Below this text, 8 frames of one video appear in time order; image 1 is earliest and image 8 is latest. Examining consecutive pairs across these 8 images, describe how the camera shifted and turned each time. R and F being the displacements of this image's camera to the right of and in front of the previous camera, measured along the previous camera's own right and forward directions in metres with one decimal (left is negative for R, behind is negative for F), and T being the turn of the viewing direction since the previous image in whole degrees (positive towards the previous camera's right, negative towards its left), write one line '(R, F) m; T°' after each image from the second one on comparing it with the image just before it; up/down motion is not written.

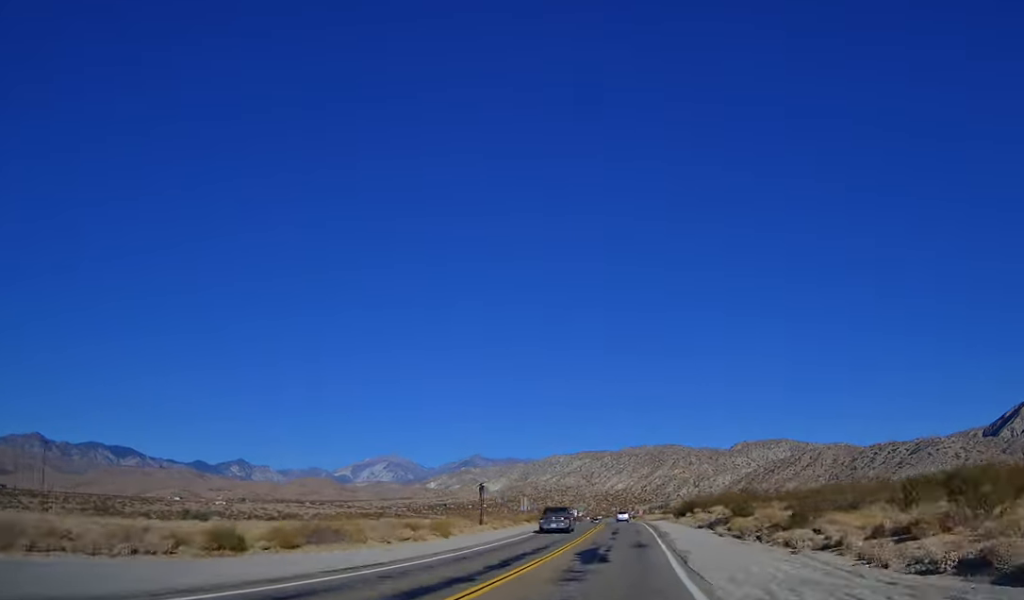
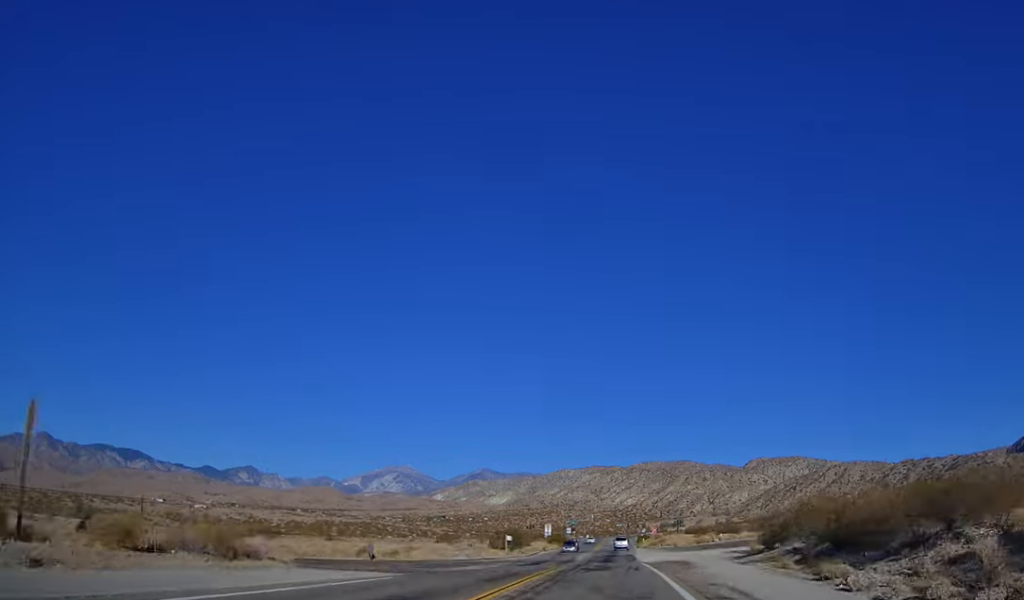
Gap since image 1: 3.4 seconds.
(+1.6, +68.0) m; +1°
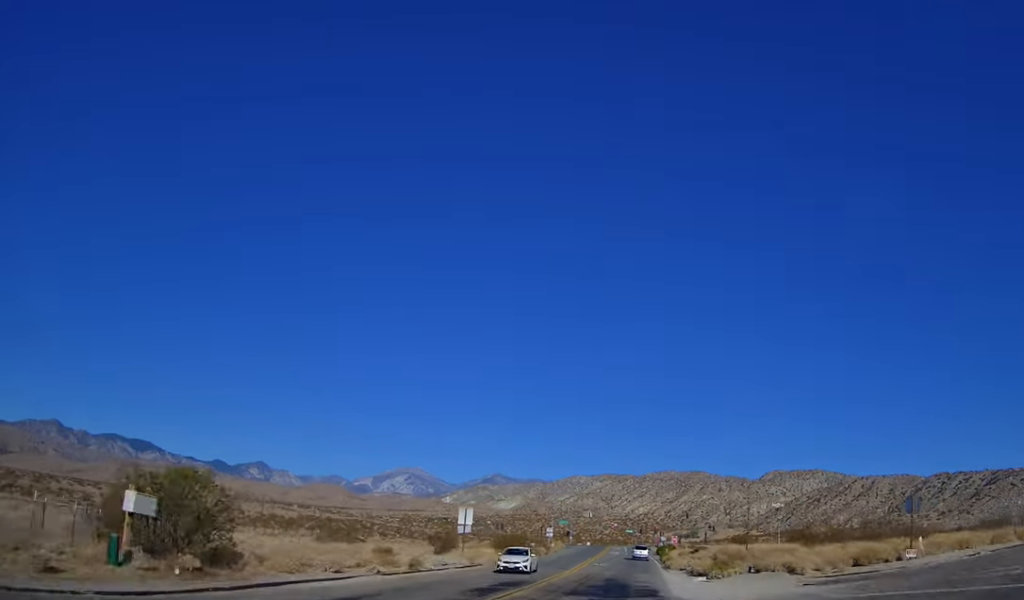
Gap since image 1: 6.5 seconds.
(-1.9, +57.4) m; -2°
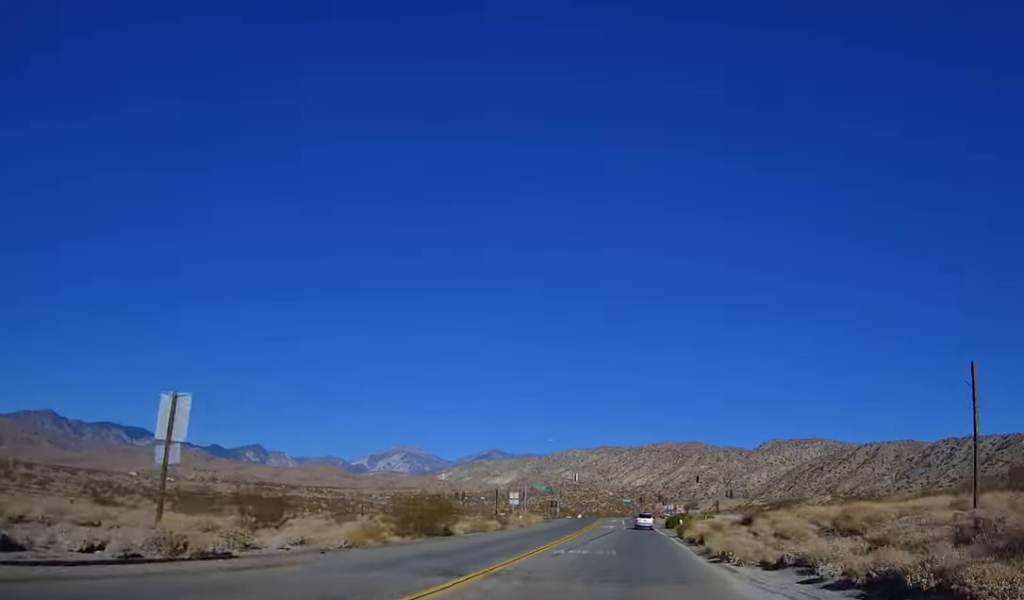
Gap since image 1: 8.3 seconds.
(0.0, +29.6) m; 0°
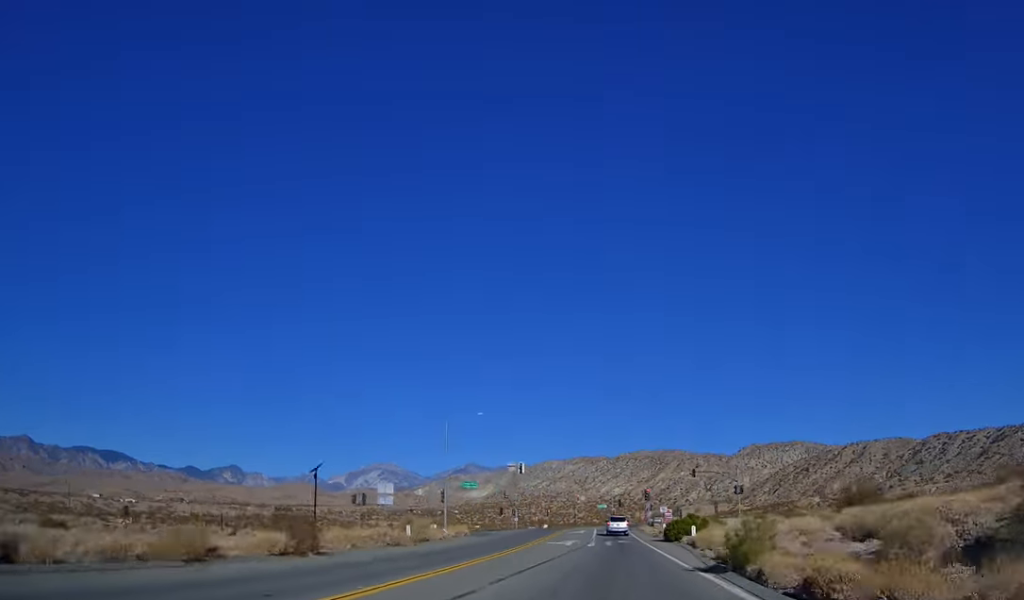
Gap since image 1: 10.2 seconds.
(0.0, +30.9) m; 0°
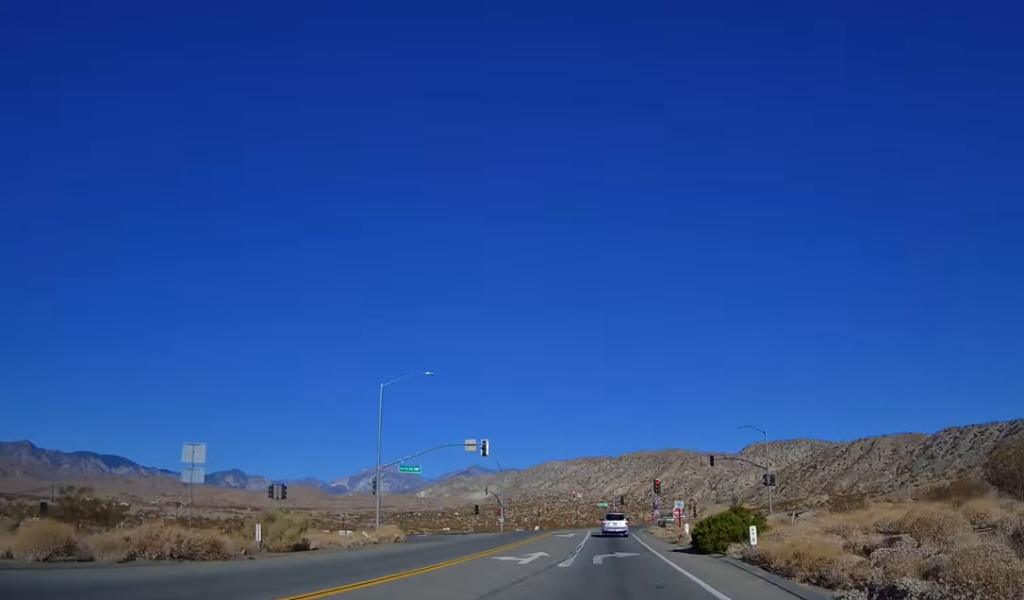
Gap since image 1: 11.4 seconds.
(-0.1, +18.2) m; 0°
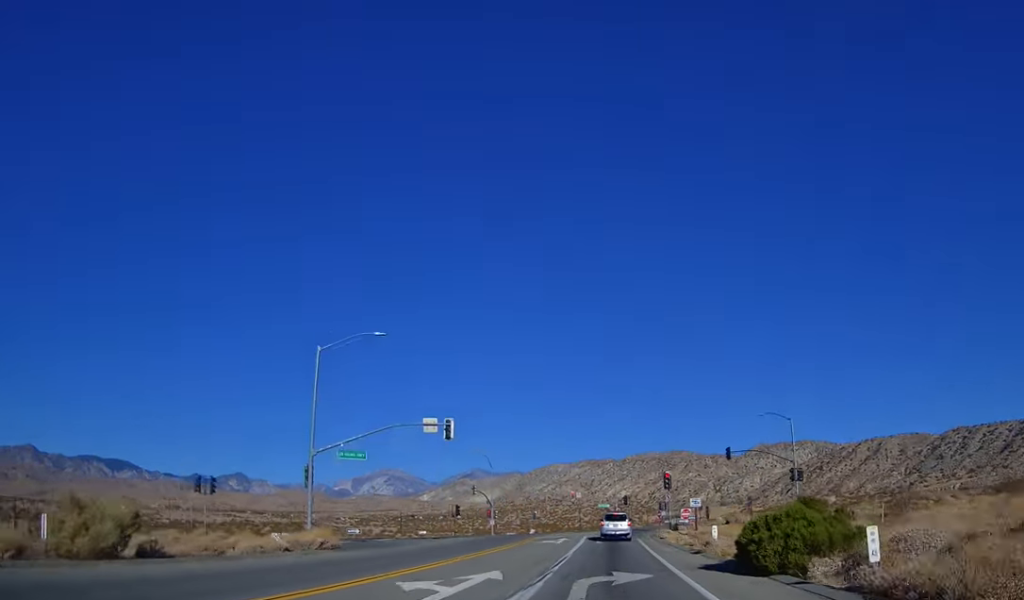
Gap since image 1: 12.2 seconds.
(0.0, +10.2) m; 0°
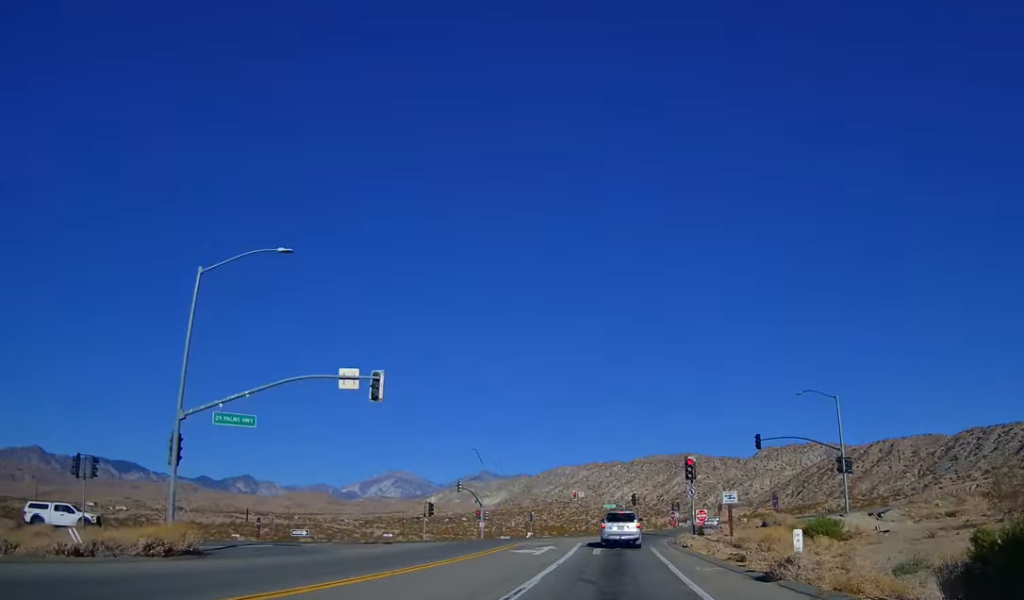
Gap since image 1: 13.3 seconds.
(0.0, +13.4) m; 0°
